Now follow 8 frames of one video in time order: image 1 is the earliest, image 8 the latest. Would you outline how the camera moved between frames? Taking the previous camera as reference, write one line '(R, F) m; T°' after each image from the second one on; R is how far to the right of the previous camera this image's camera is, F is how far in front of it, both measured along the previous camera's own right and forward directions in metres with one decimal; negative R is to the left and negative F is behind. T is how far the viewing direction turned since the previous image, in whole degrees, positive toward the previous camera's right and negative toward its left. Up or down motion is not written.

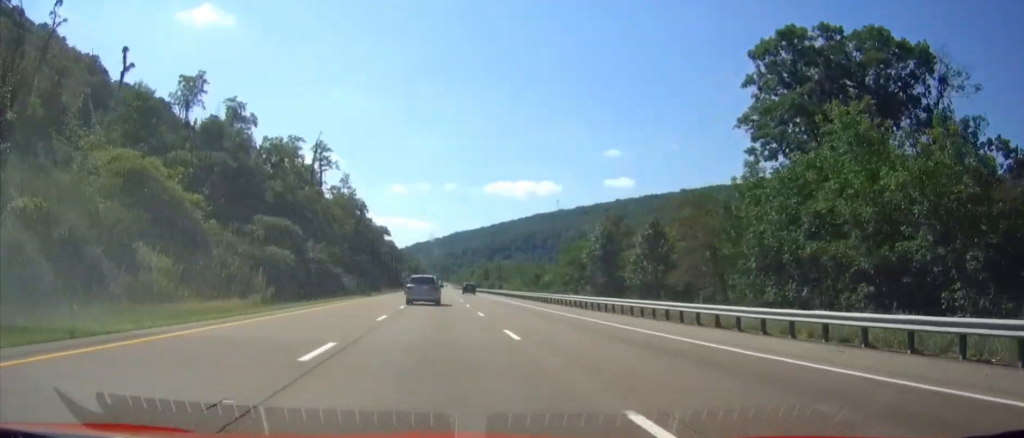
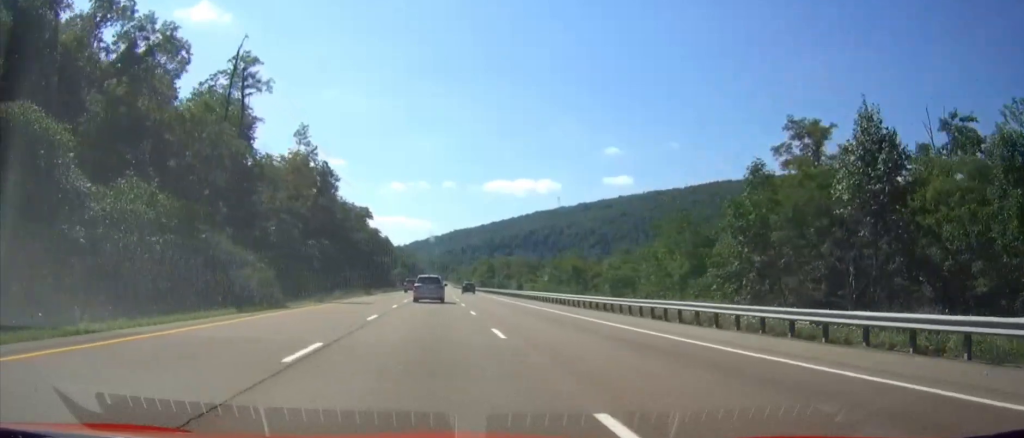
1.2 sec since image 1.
(+0.2, +36.8) m; 0°
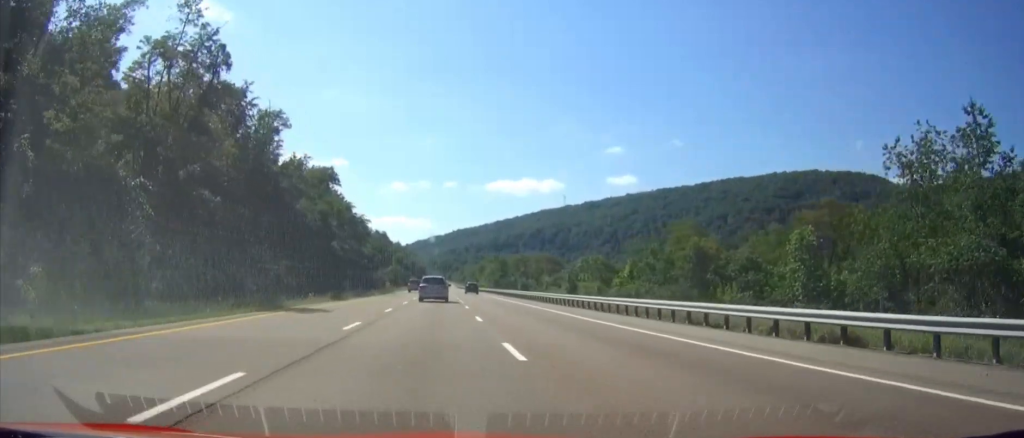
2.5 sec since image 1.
(0.0, +41.0) m; 0°
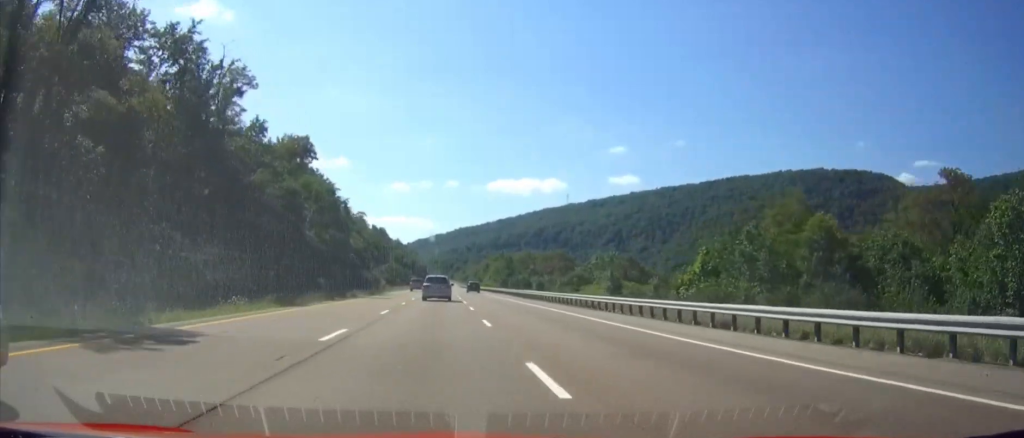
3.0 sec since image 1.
(0.0, +15.8) m; 0°
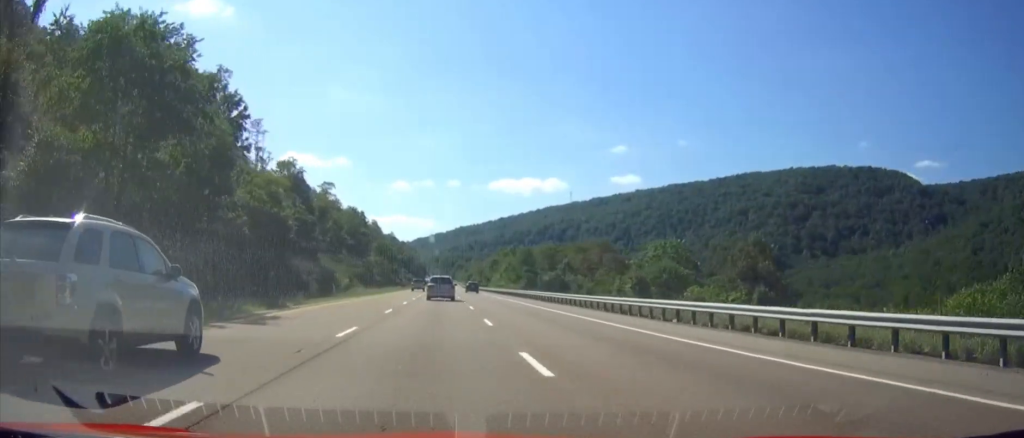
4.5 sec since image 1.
(+0.1, +47.4) m; 0°
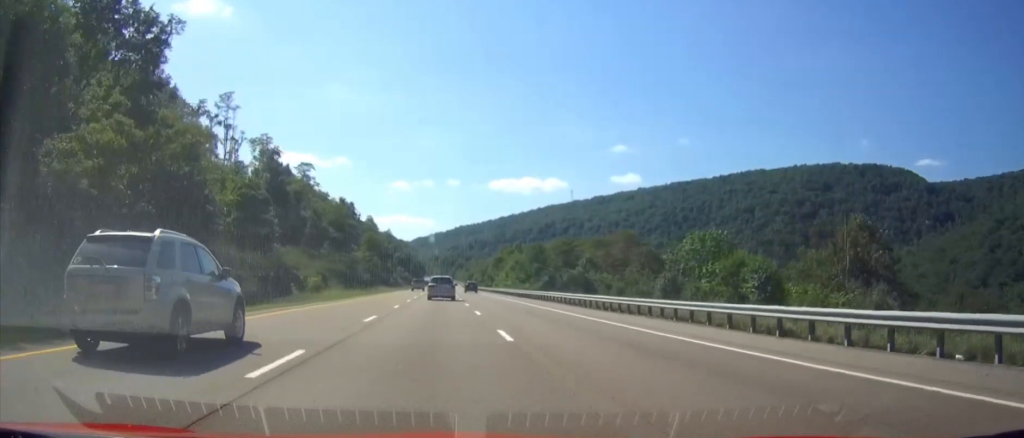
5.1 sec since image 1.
(0.0, +18.9) m; 0°
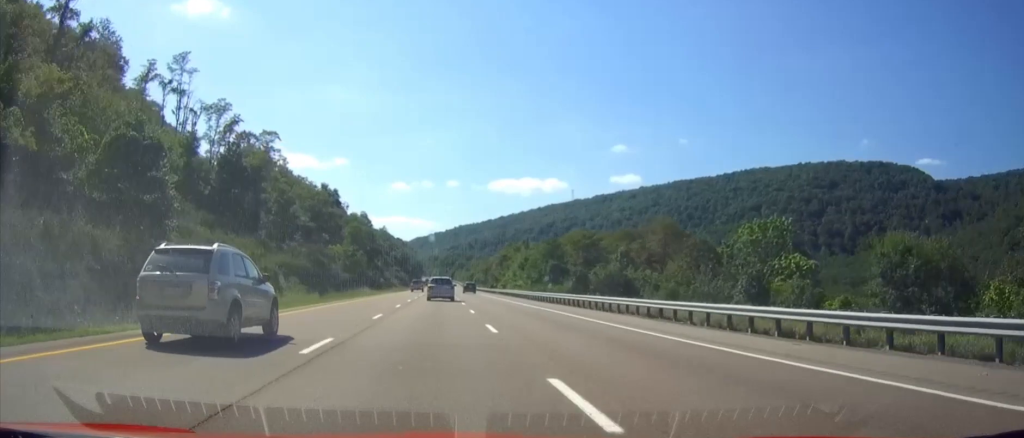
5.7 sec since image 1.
(0.0, +21.0) m; 0°
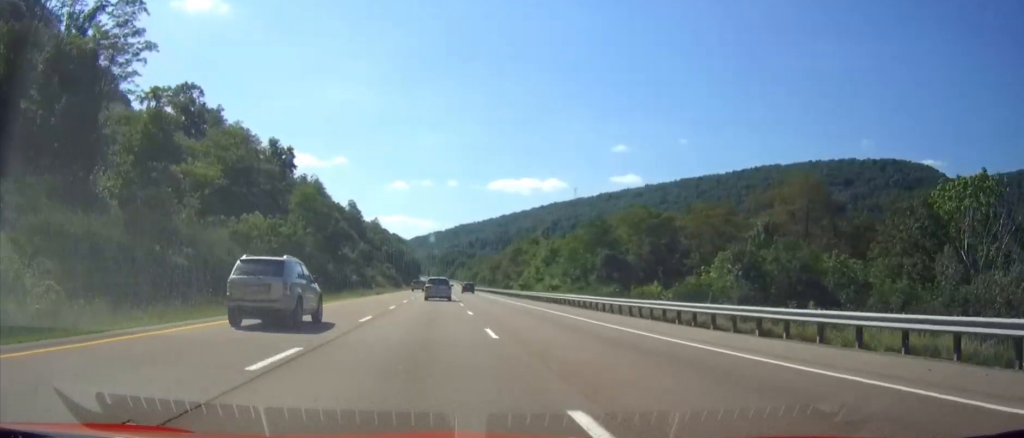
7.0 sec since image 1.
(-0.1, +38.8) m; 0°
